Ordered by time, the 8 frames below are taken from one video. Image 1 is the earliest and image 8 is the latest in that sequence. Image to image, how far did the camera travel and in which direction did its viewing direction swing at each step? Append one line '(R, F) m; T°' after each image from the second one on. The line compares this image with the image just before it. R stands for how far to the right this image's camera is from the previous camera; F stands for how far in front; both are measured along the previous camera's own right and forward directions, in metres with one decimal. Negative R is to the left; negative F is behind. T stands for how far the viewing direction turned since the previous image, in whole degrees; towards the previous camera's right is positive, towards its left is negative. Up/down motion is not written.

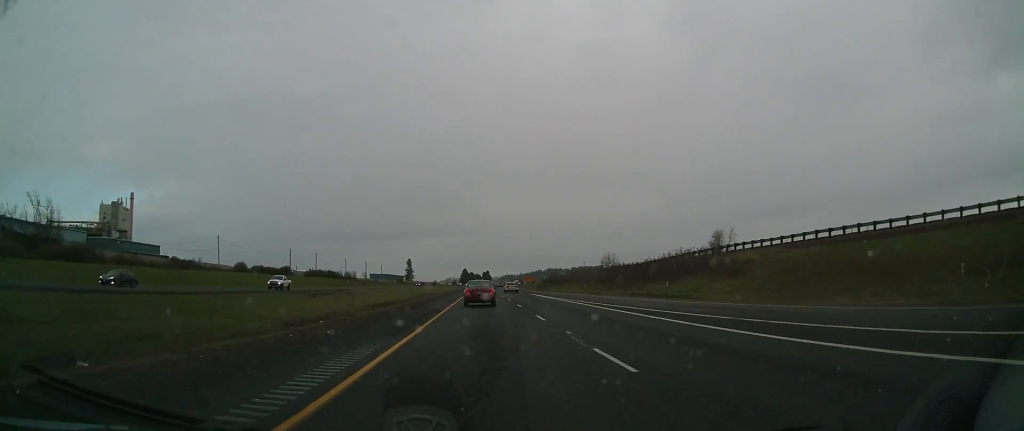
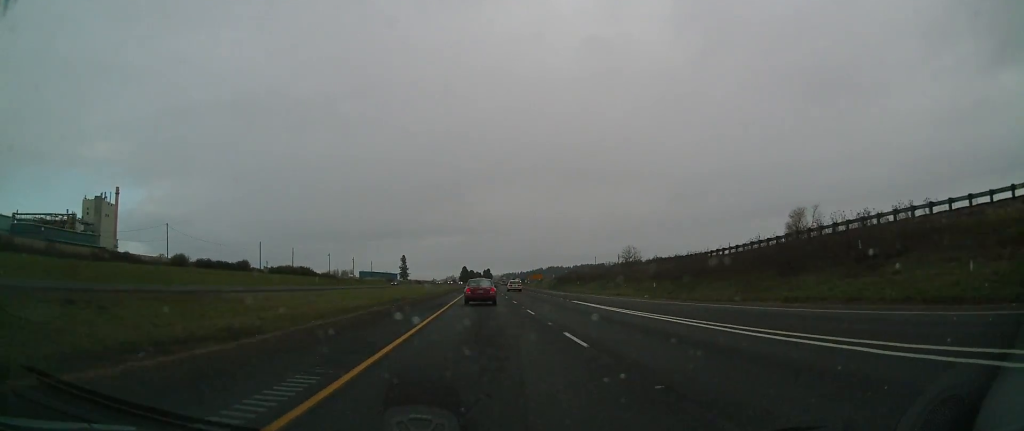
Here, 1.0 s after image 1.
(+0.1, +32.9) m; 0°
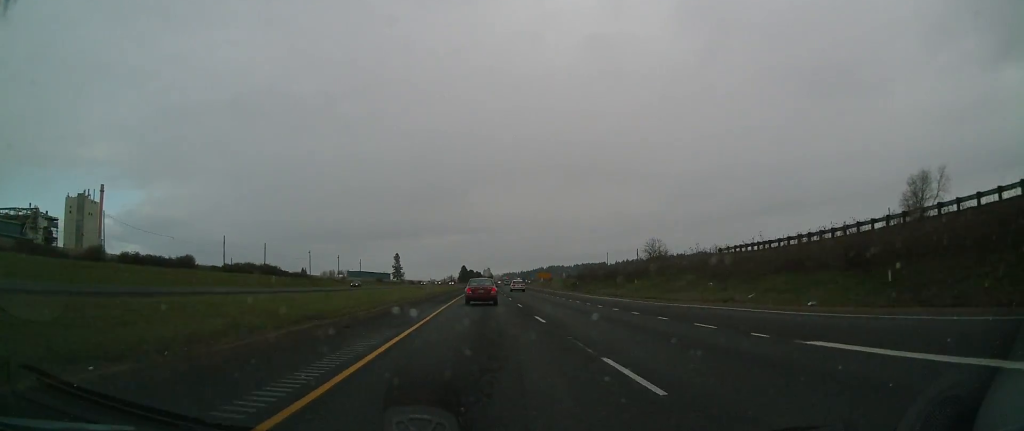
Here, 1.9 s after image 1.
(-0.2, +29.8) m; 0°
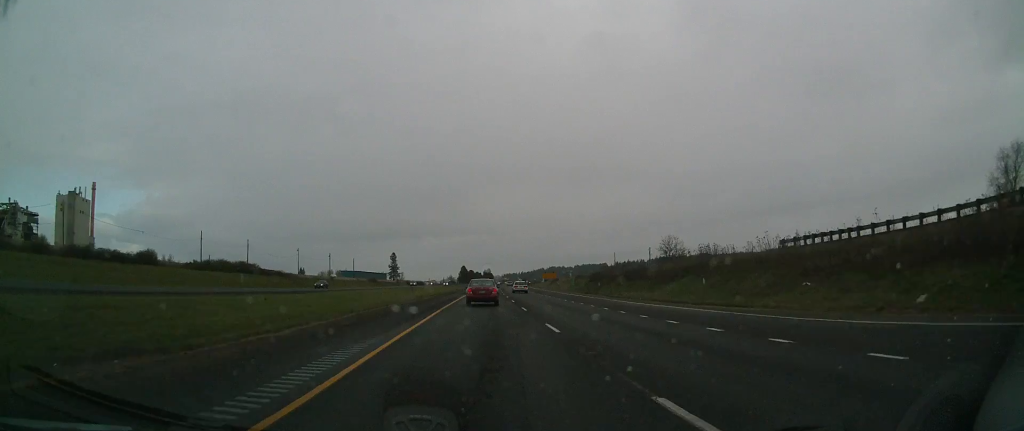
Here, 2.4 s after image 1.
(-0.2, +15.5) m; 0°
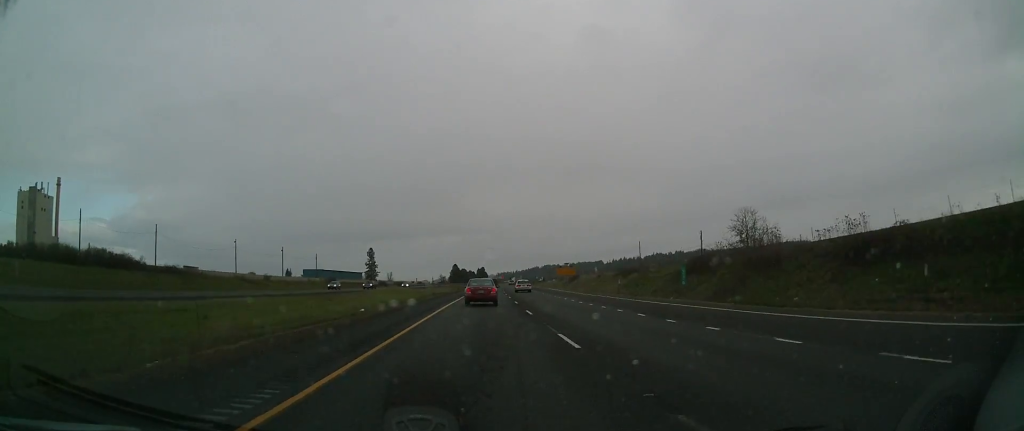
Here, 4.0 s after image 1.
(+0.2, +53.1) m; 0°
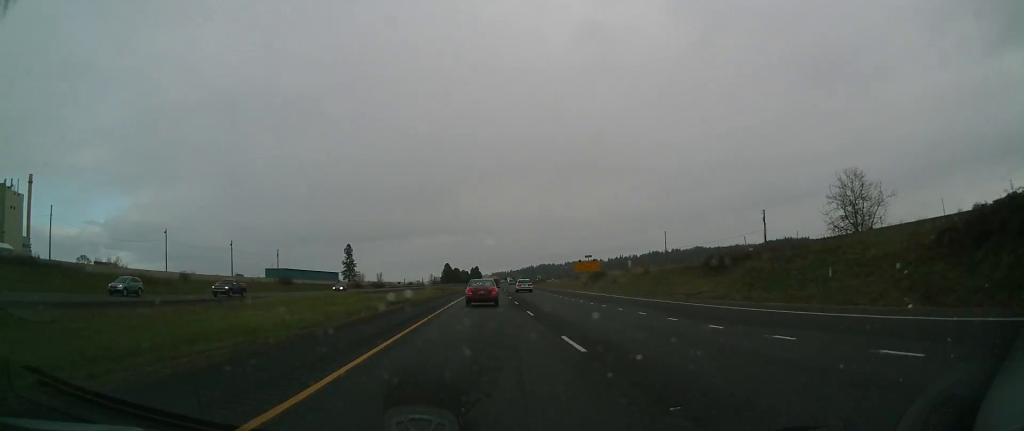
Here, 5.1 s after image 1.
(+0.2, +37.4) m; 0°
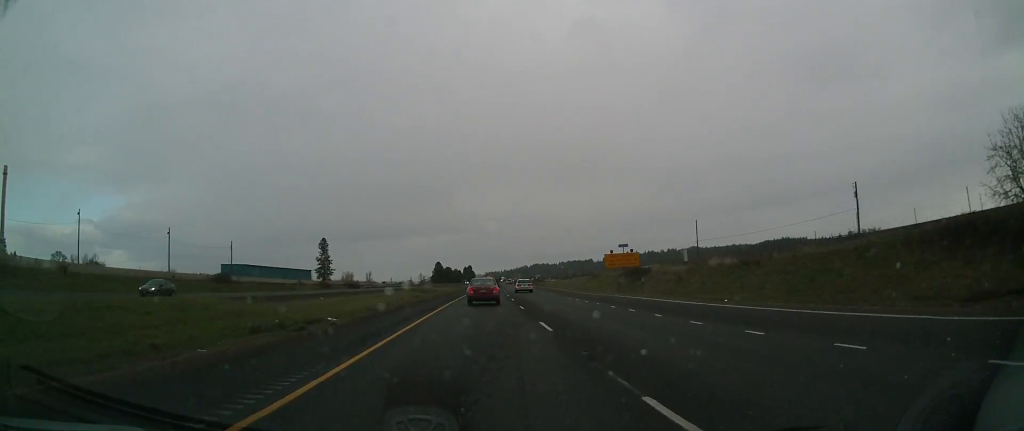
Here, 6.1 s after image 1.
(0.0, +31.9) m; +1°
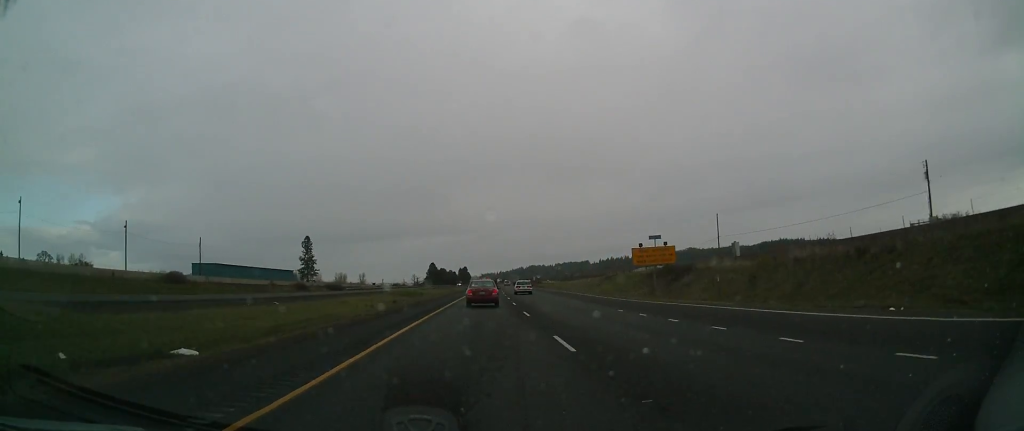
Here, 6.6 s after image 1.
(+0.1, +16.4) m; 0°
